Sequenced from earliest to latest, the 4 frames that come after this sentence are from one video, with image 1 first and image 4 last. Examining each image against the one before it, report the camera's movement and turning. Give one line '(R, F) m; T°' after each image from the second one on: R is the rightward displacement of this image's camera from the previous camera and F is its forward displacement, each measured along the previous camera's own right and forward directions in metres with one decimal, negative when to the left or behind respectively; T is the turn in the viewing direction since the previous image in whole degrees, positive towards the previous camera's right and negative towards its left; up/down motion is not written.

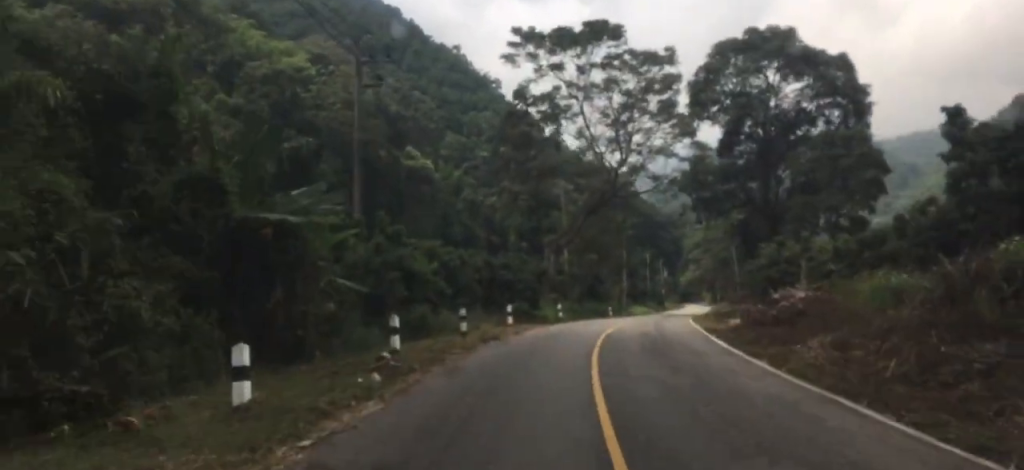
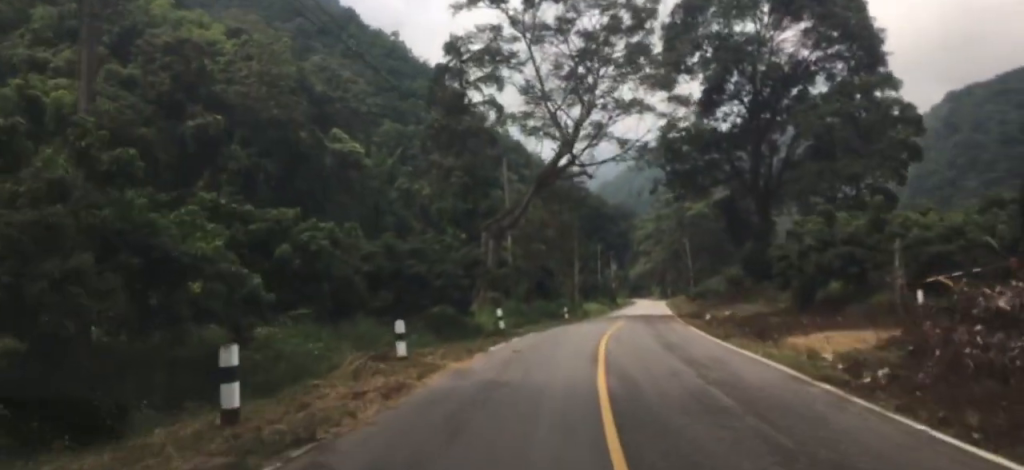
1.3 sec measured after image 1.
(+0.5, +13.2) m; +5°
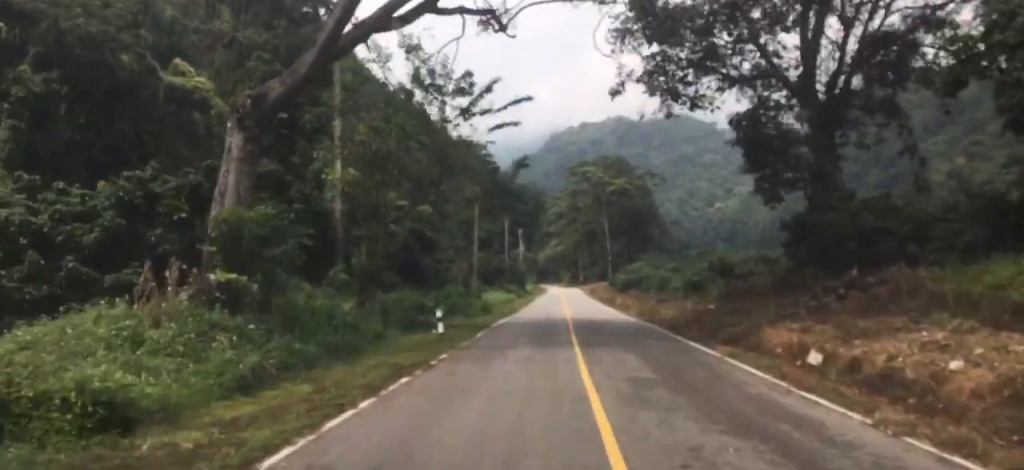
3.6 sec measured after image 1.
(+1.5, +25.5) m; +4°
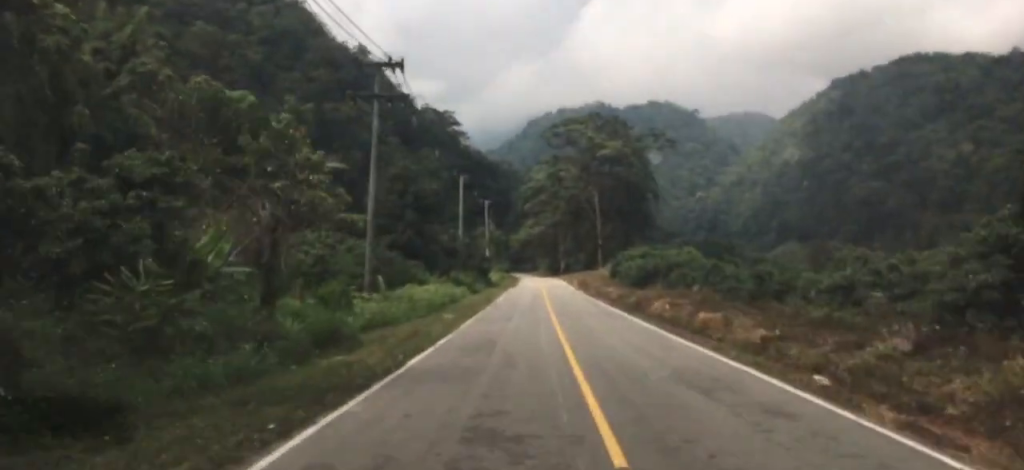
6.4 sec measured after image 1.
(0.0, +34.2) m; +5°
